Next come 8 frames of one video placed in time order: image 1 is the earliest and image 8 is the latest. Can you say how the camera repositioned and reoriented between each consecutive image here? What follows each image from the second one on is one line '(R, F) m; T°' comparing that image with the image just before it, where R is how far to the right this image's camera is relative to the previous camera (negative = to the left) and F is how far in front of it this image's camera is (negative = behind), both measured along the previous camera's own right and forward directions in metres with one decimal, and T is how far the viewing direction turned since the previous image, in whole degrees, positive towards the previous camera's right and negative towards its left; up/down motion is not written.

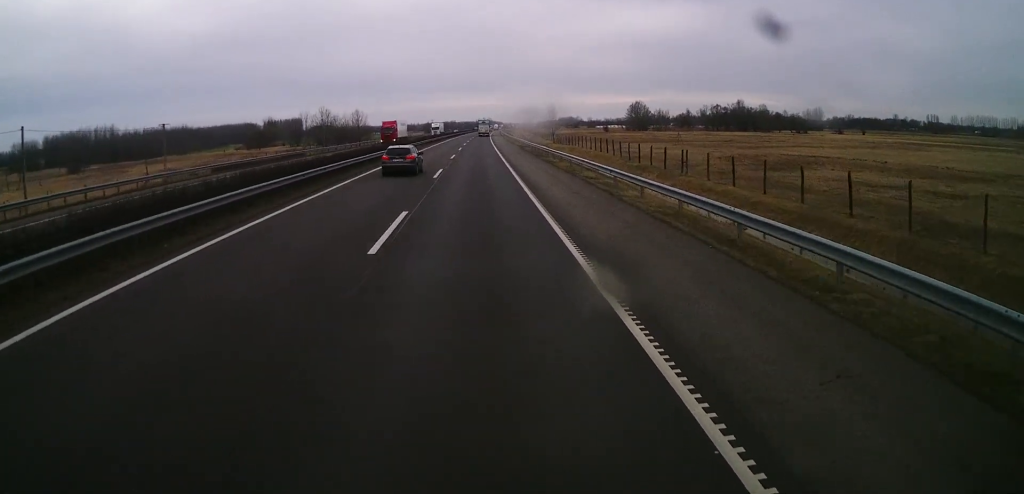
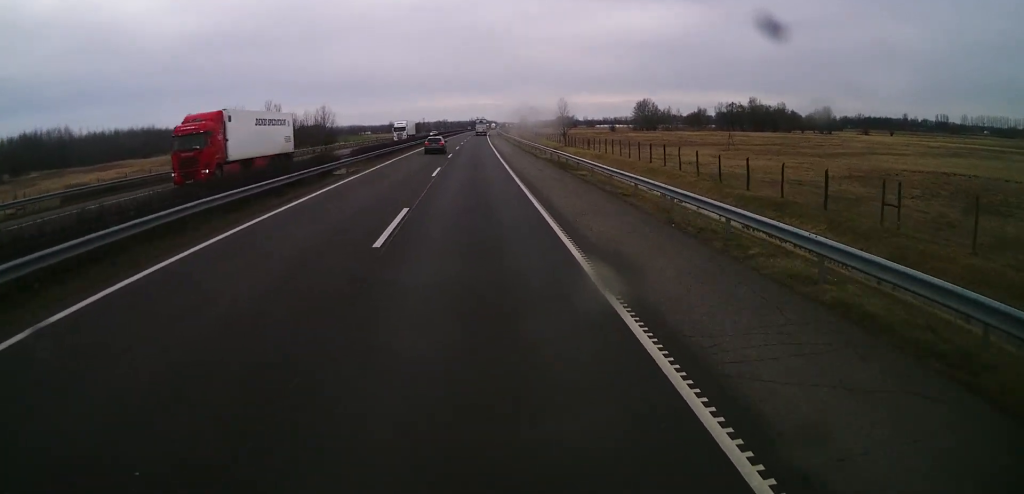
(-0.5, +35.4) m; 0°
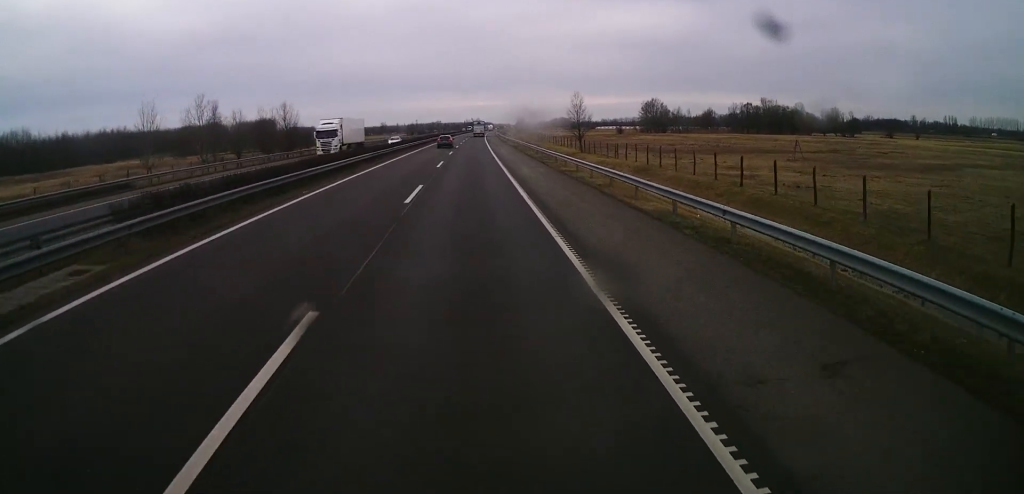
(+0.4, +28.5) m; +1°
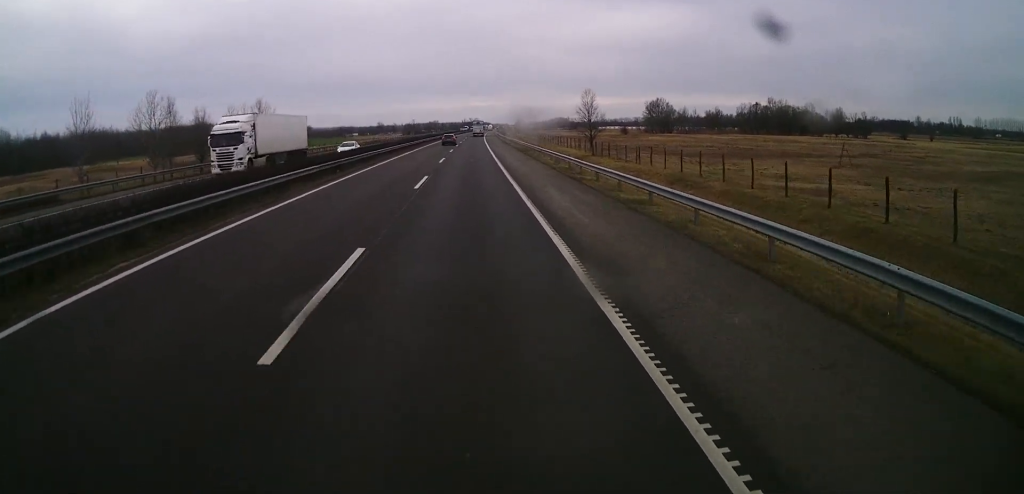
(-0.1, +13.9) m; +1°
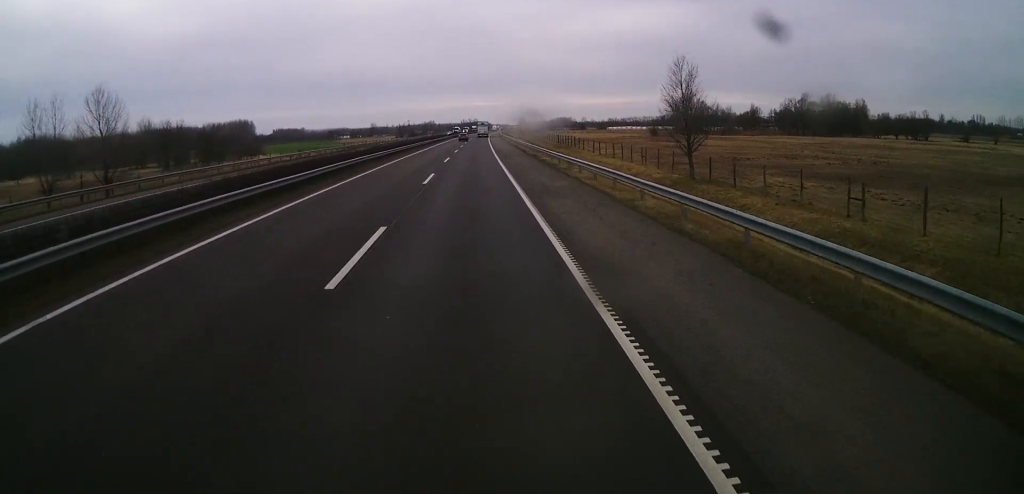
(+0.1, +51.1) m; 0°
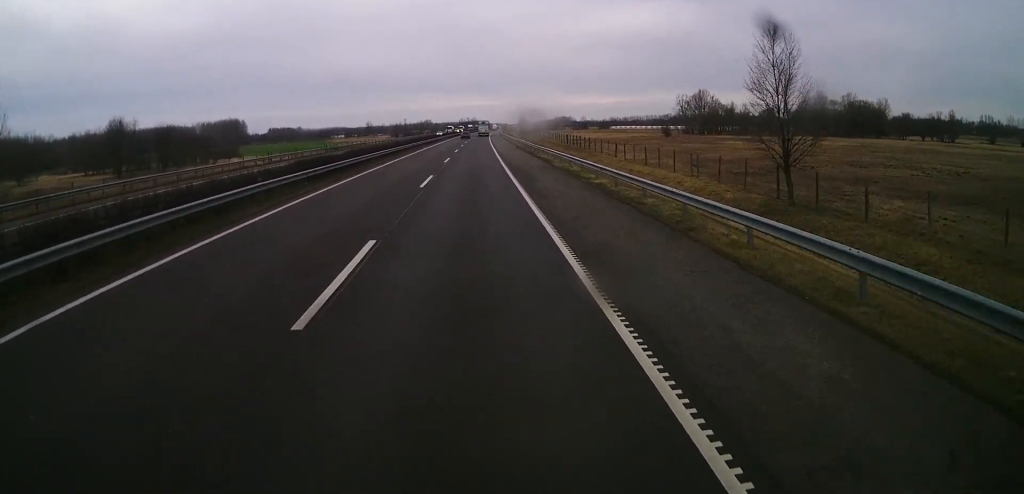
(+0.3, +20.0) m; 0°
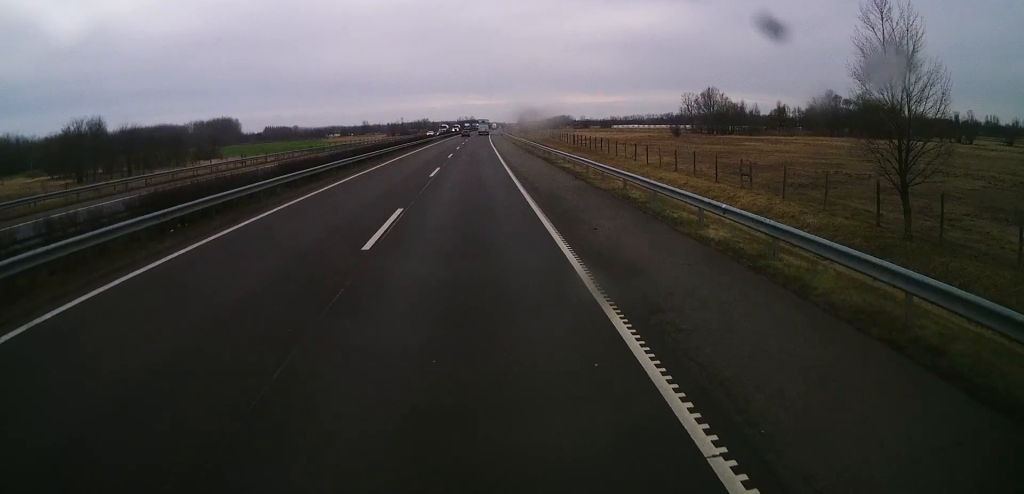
(-0.2, +13.1) m; 0°
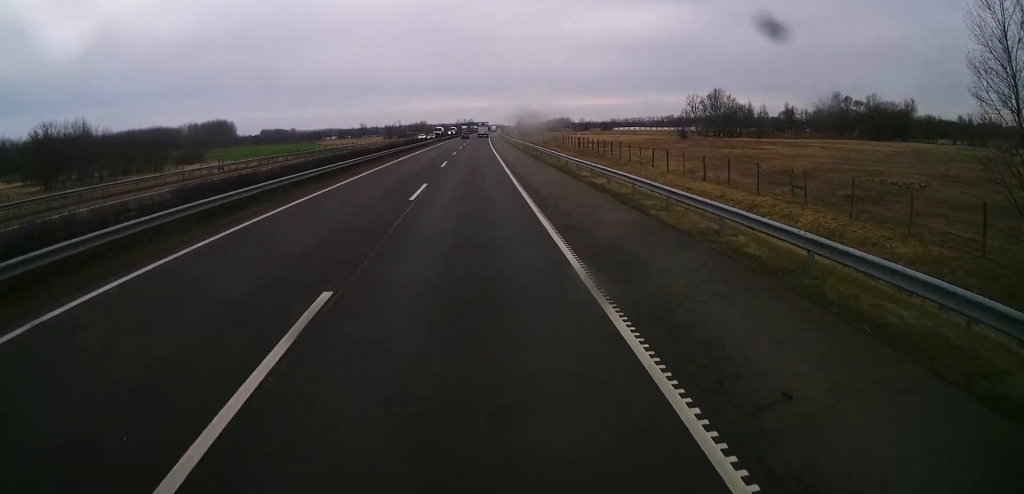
(-0.1, +9.2) m; 0°
